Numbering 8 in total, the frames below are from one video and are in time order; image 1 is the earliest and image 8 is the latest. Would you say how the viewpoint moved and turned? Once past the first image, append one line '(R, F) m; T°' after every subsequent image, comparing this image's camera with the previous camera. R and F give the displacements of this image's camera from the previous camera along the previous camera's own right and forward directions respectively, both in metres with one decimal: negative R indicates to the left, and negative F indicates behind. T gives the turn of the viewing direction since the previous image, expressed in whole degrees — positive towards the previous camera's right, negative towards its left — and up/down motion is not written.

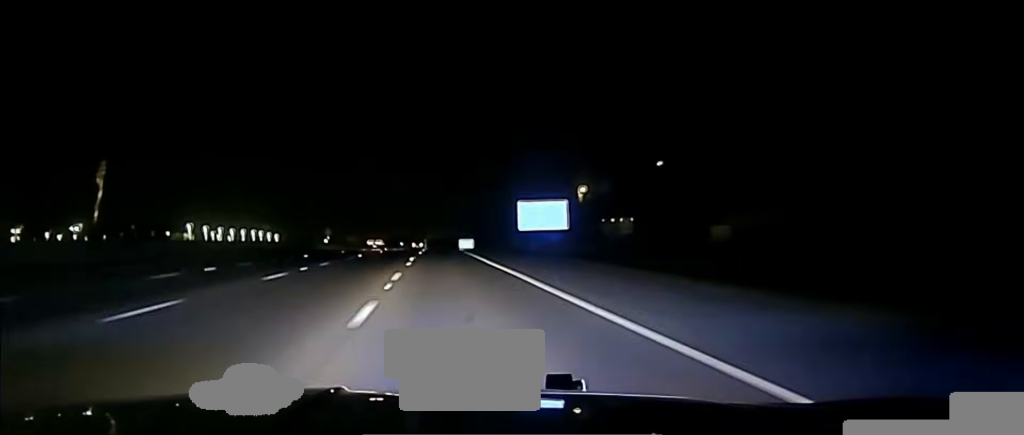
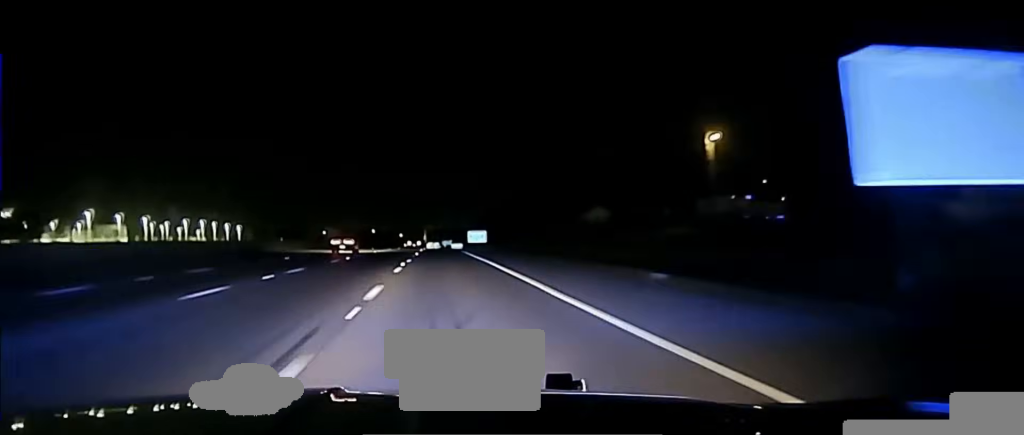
(-0.4, +79.8) m; -1°
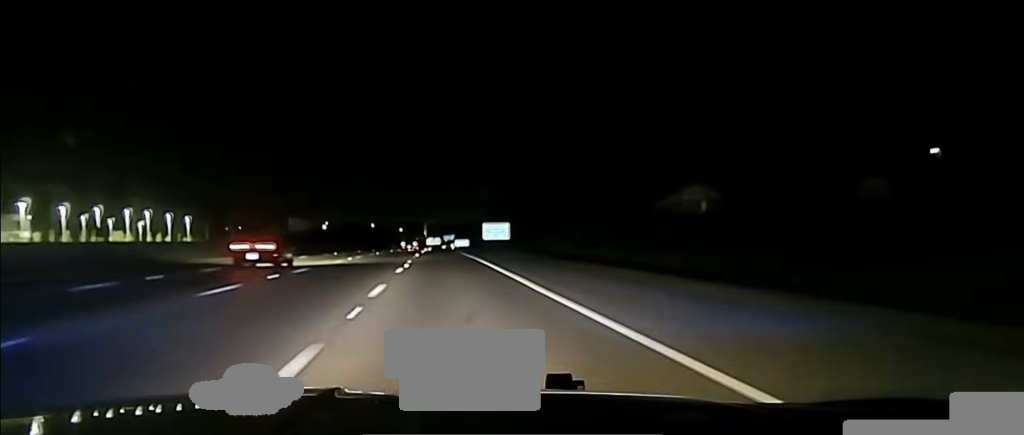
(-0.6, +69.9) m; 0°
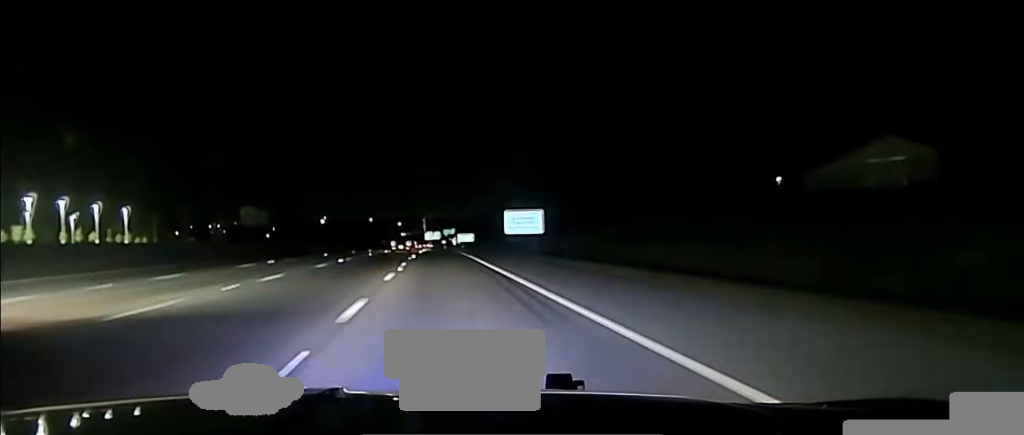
(+0.4, +56.2) m; 0°
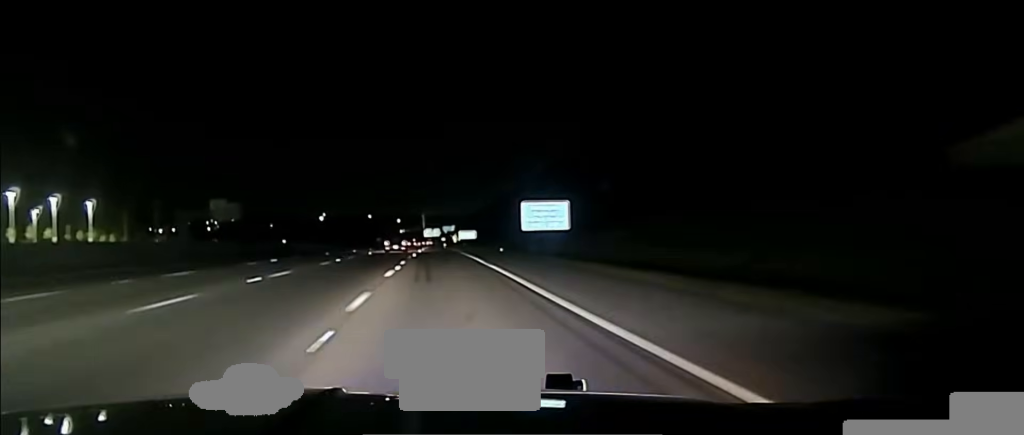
(0.0, +25.9) m; 0°
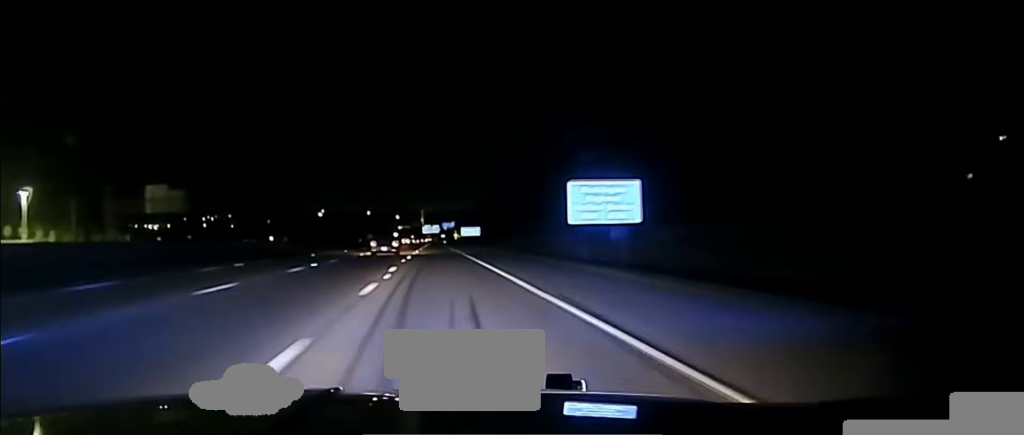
(0.0, +34.2) m; 0°
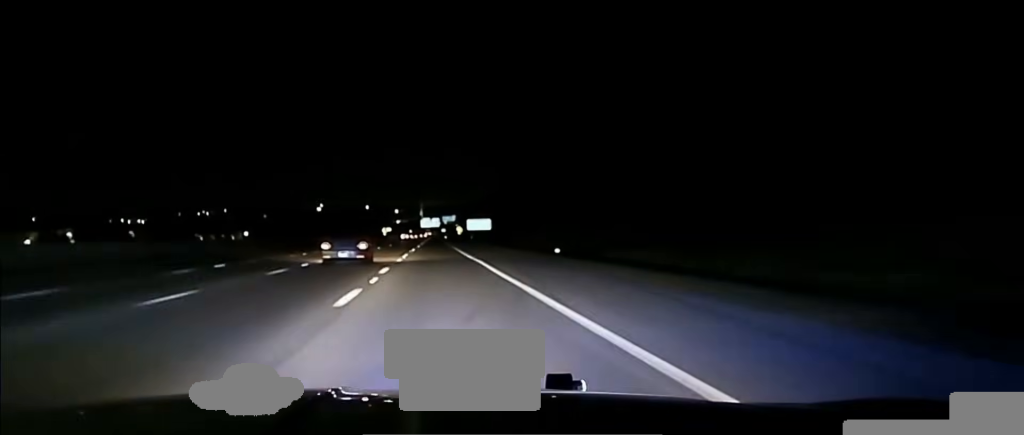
(+0.1, +48.5) m; 0°
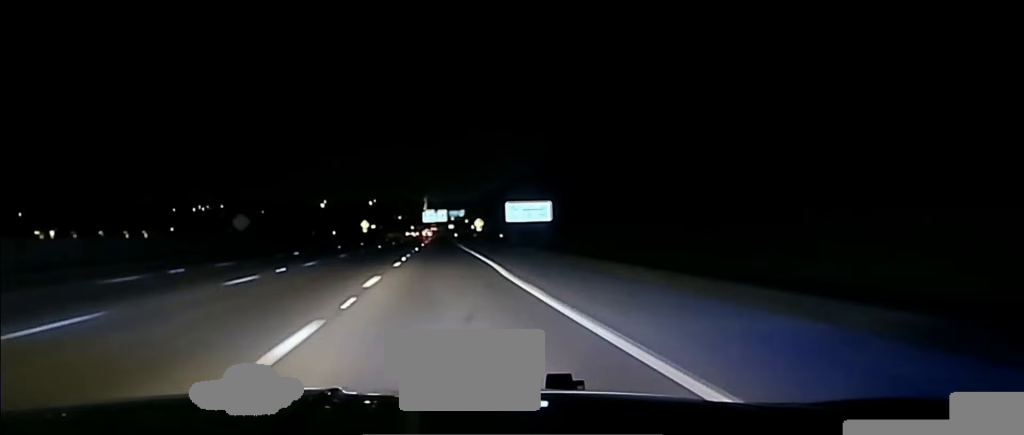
(+0.6, +98.2) m; 0°
